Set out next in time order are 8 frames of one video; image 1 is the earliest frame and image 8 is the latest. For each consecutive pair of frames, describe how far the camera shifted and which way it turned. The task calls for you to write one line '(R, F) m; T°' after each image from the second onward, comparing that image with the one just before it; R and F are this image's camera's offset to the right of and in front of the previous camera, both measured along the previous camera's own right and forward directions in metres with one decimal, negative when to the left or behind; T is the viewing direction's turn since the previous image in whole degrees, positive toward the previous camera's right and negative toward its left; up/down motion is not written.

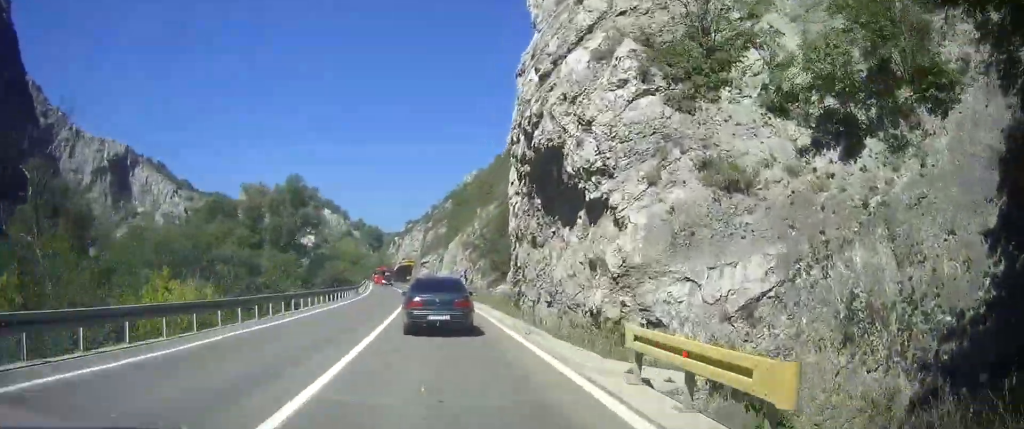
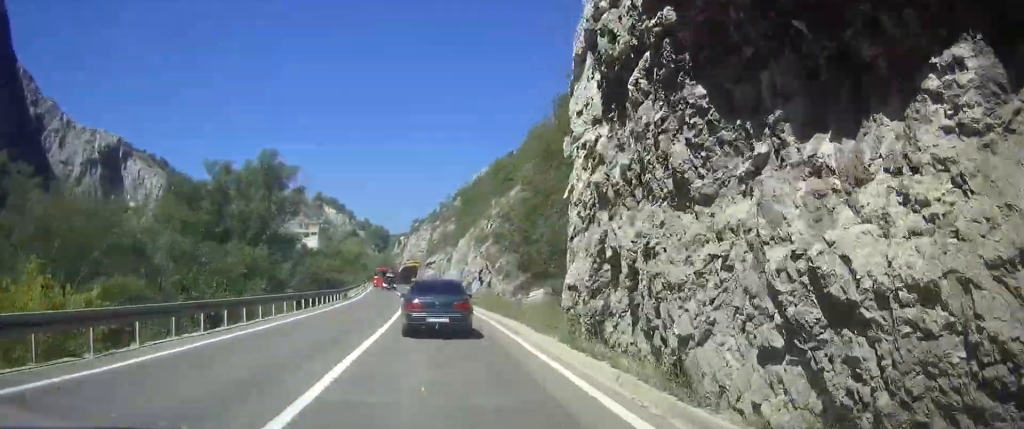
(-0.2, +11.8) m; -1°
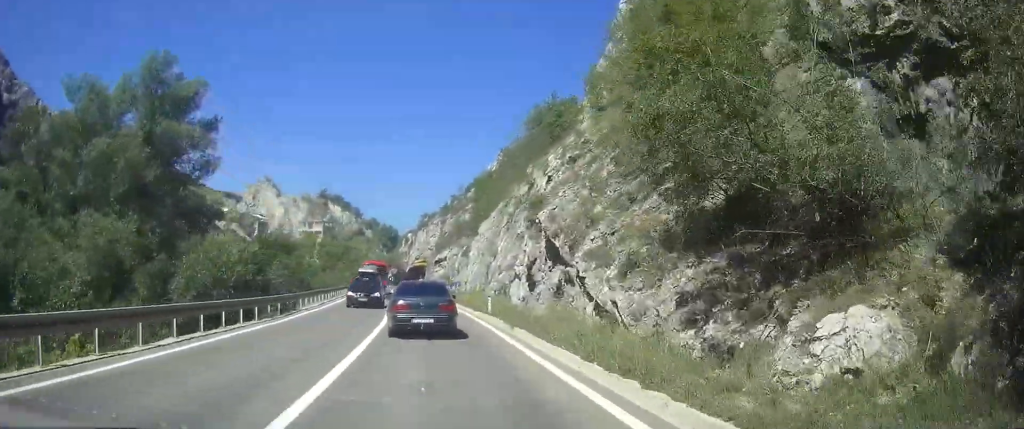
(-0.4, +20.6) m; -3°
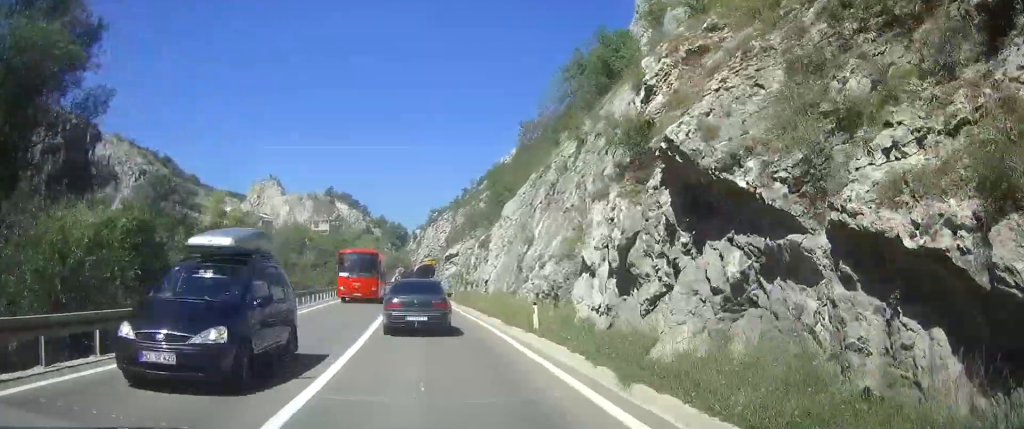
(-0.3, +10.2) m; -1°
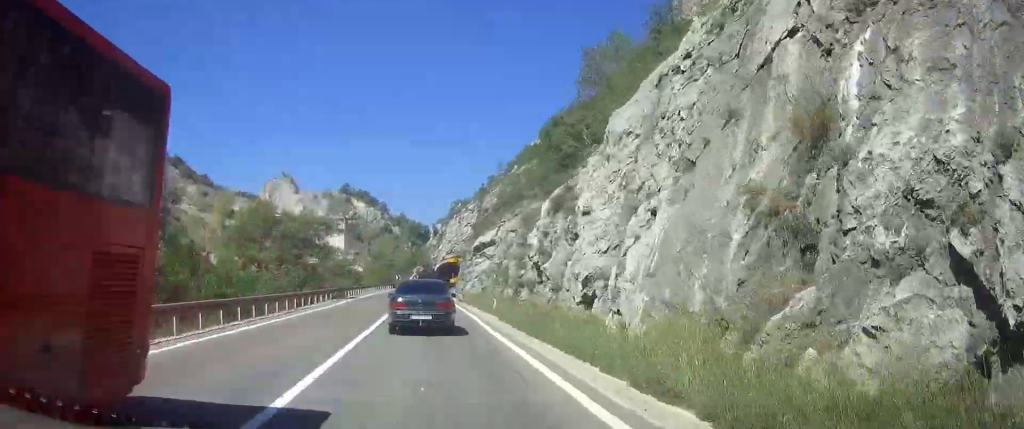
(-0.1, +17.0) m; 0°
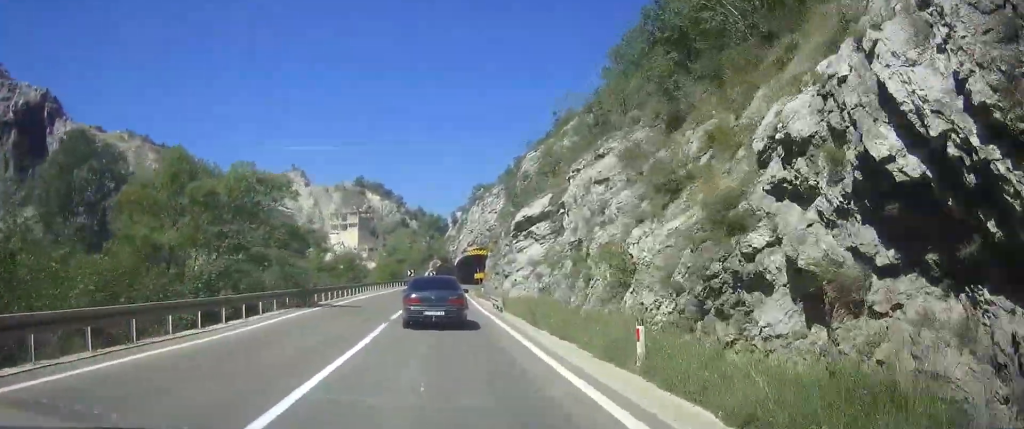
(0.0, +14.0) m; 0°
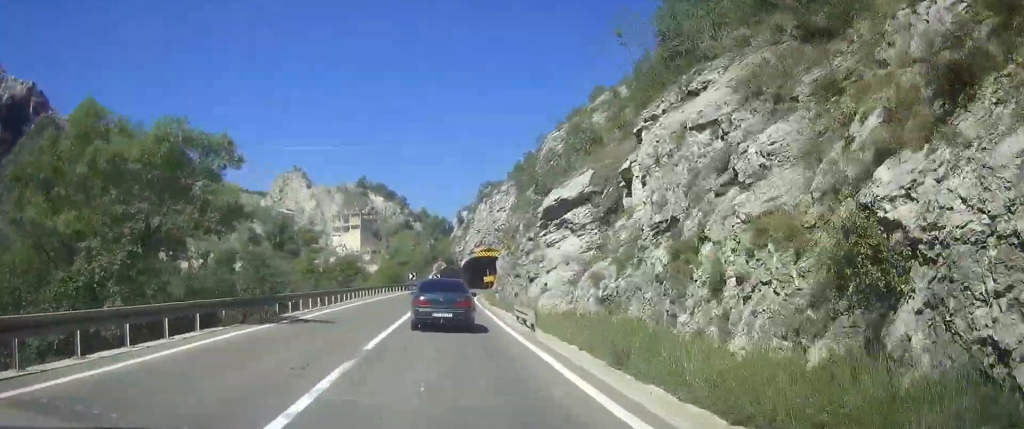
(0.0, +6.5) m; 0°
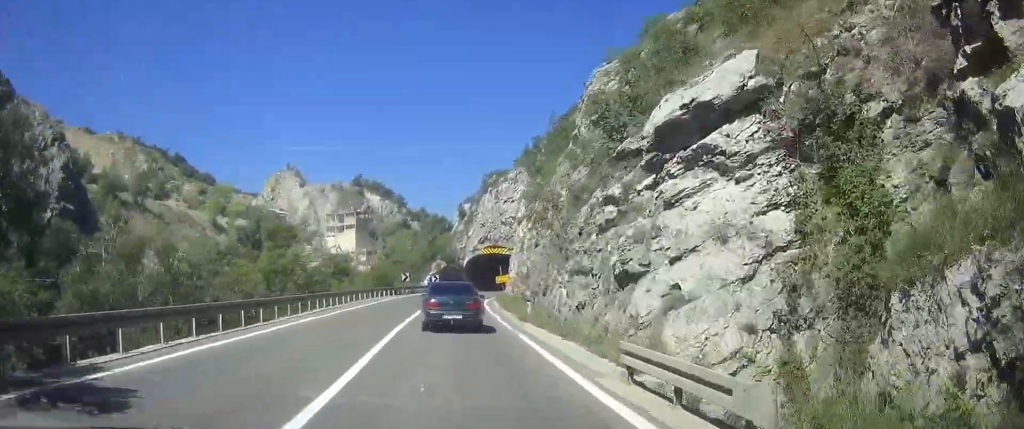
(0.0, +11.4) m; +1°
